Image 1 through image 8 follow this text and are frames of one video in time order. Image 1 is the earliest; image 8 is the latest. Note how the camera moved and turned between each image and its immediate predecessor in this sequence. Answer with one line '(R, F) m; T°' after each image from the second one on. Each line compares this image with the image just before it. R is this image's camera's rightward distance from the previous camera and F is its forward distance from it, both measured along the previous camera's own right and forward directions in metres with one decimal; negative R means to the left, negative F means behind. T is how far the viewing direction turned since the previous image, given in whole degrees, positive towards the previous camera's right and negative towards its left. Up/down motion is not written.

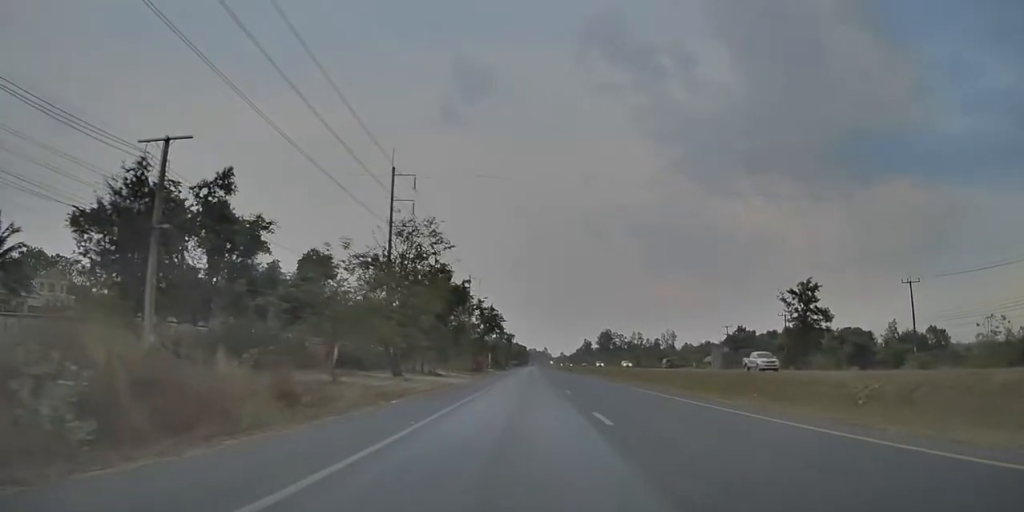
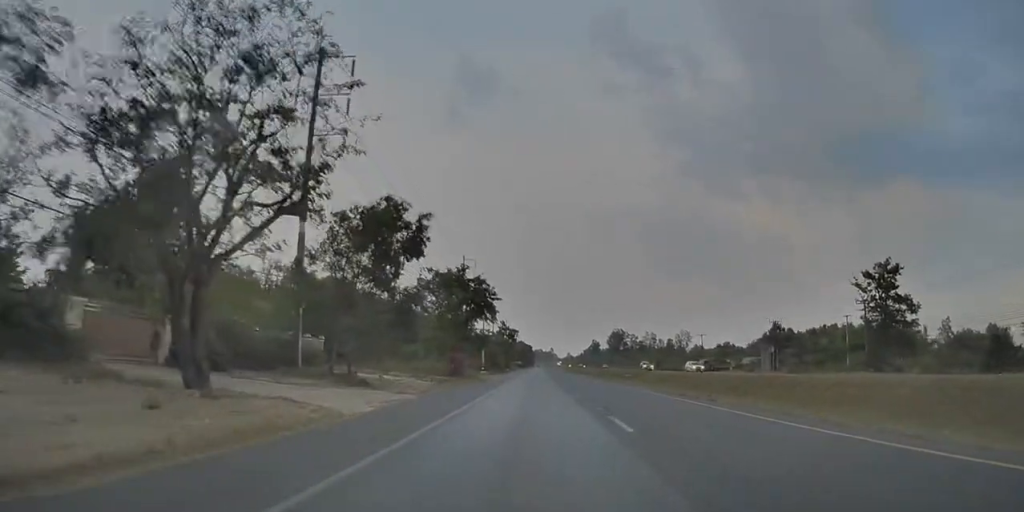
(0.0, +26.4) m; +1°
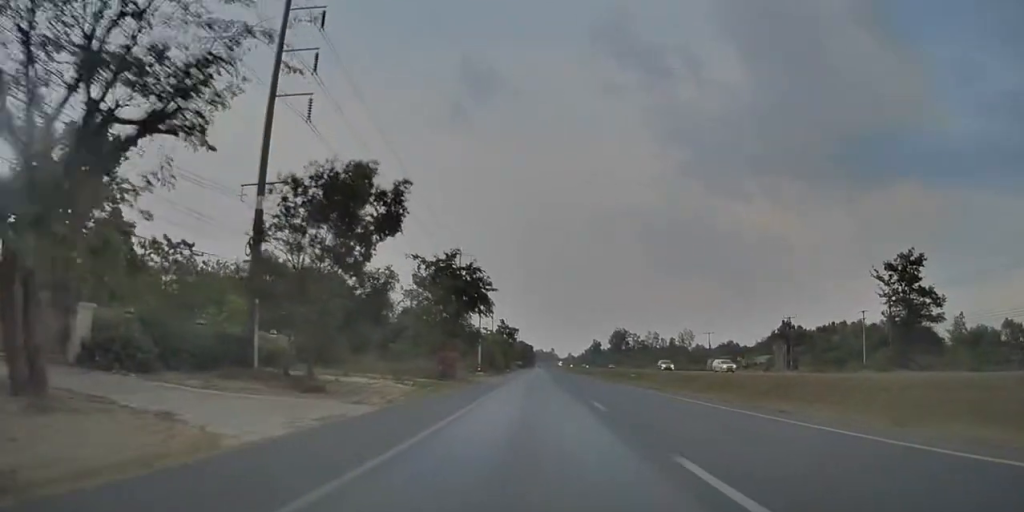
(+0.2, +6.5) m; +1°
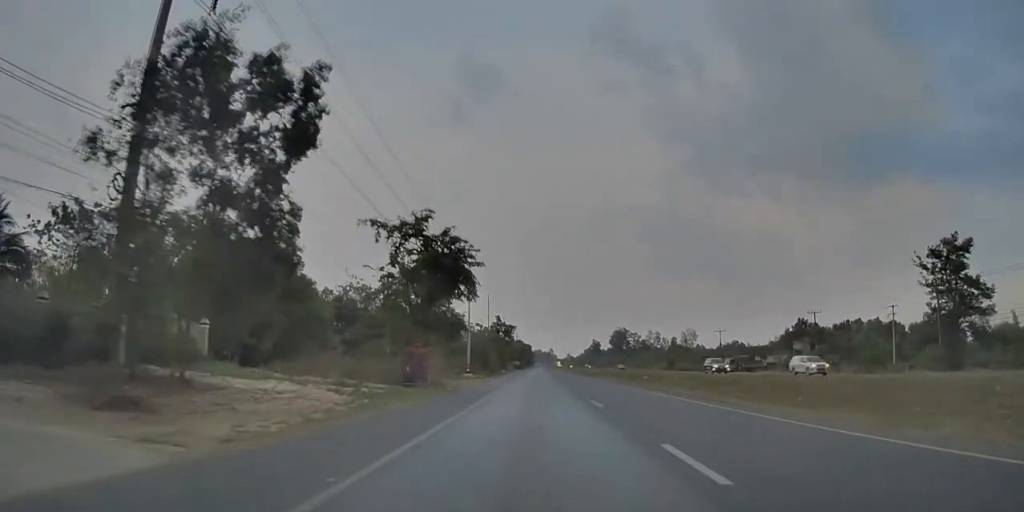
(0.0, +10.6) m; 0°
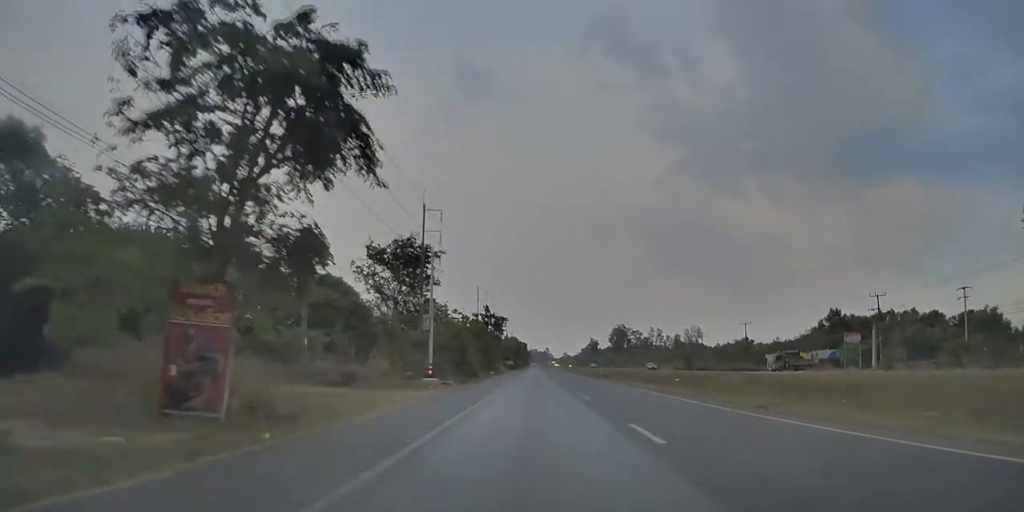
(-0.2, +20.9) m; 0°
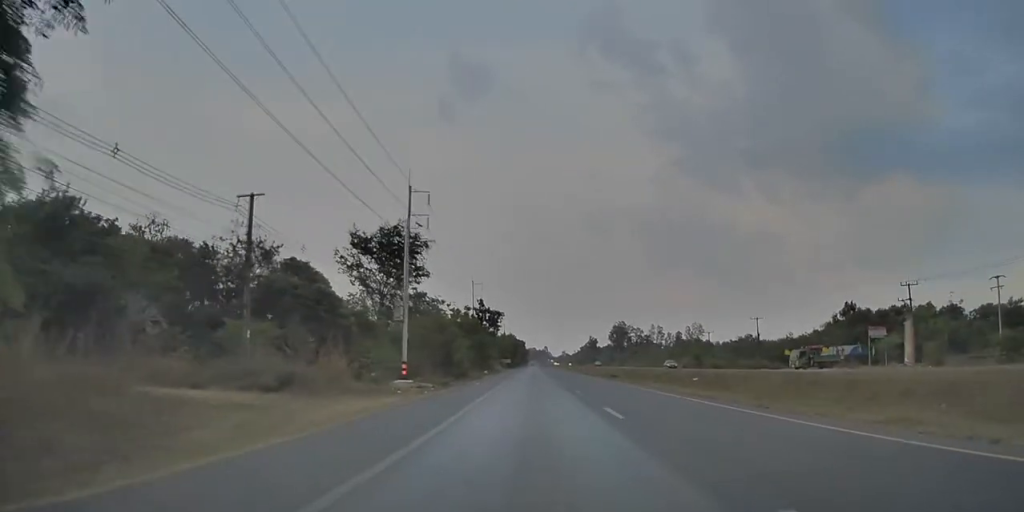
(0.0, +7.7) m; 0°
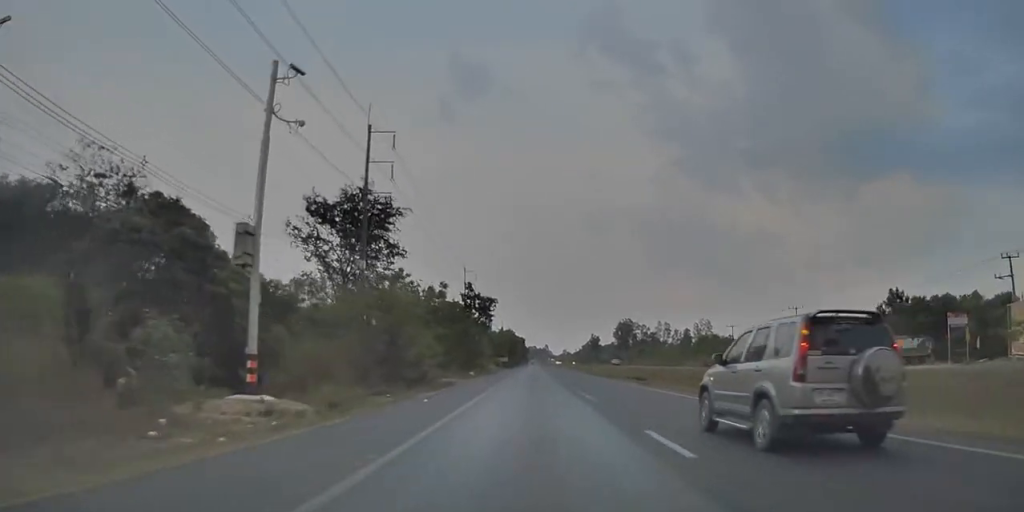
(+0.2, +17.4) m; 0°
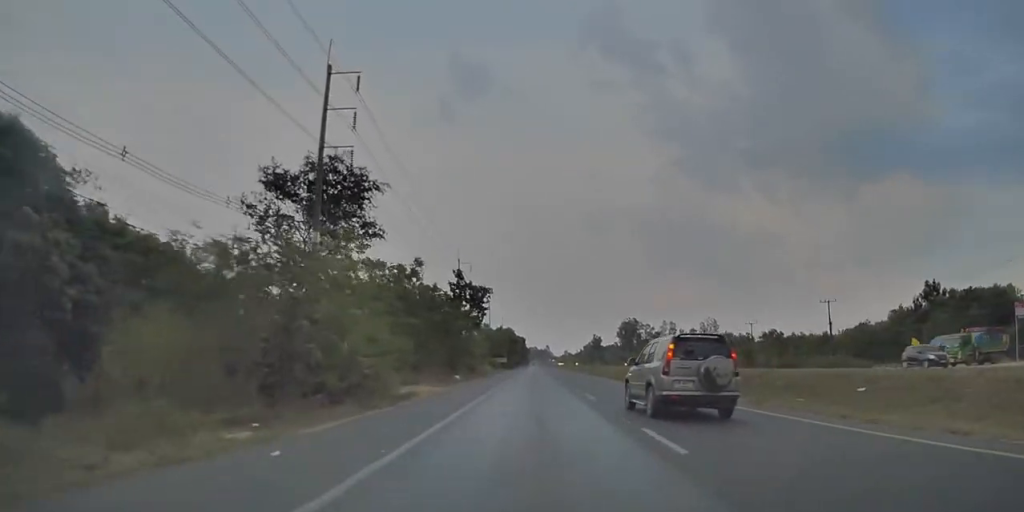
(0.0, +11.1) m; -1°
